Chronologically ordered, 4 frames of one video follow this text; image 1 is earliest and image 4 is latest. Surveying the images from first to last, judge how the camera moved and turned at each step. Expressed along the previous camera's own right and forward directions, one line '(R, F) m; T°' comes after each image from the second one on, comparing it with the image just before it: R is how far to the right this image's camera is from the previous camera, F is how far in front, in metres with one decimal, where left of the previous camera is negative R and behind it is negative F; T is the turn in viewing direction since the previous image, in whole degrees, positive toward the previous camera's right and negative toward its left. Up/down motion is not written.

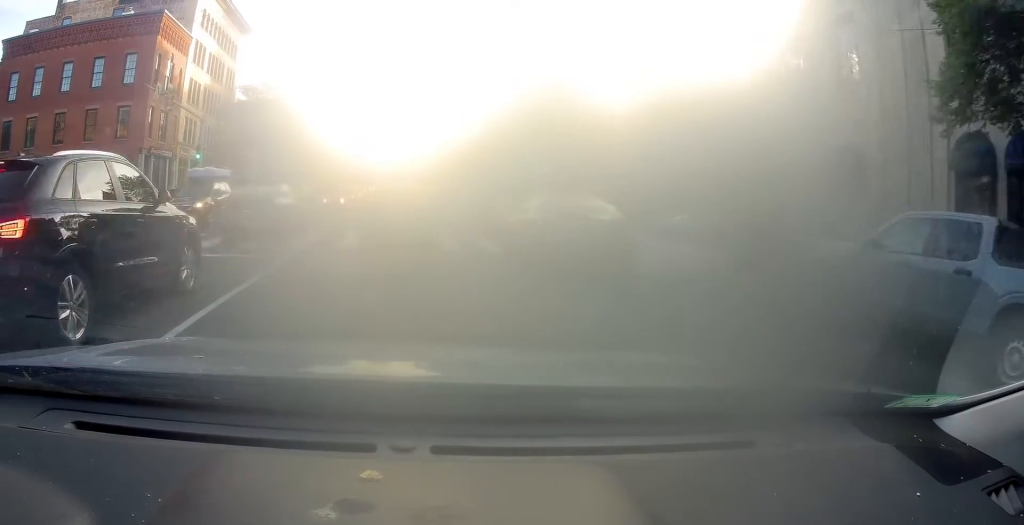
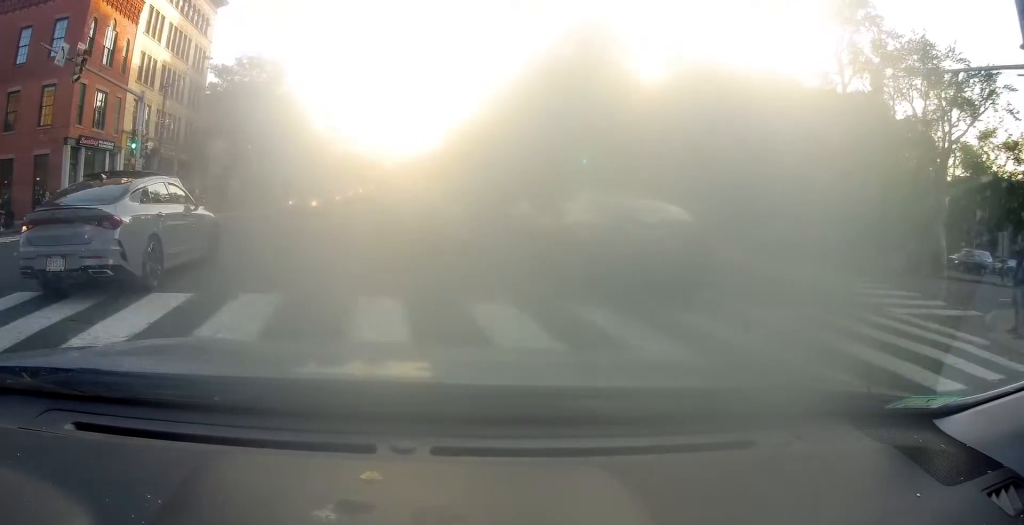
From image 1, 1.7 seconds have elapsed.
(-1.1, +12.8) m; -5°
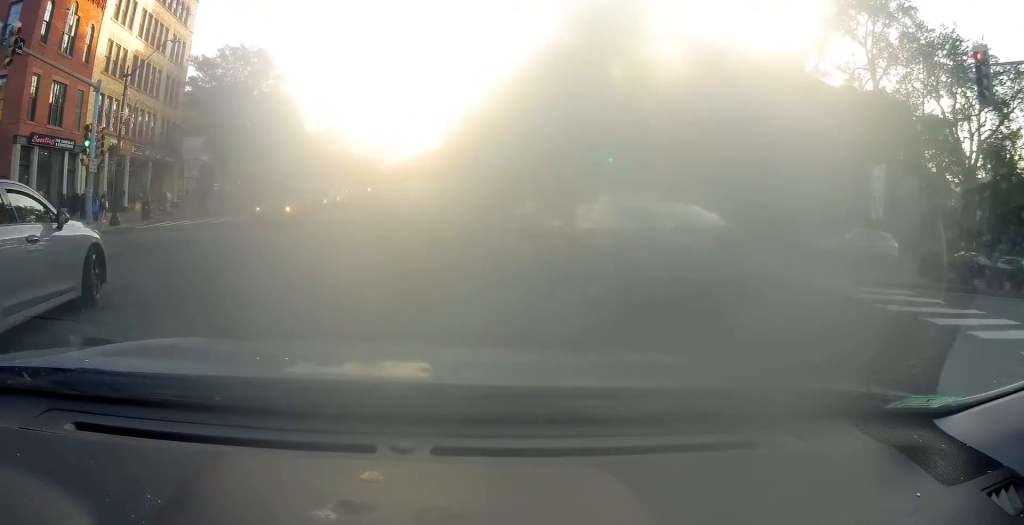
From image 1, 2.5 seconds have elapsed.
(+0.2, +5.8) m; +5°
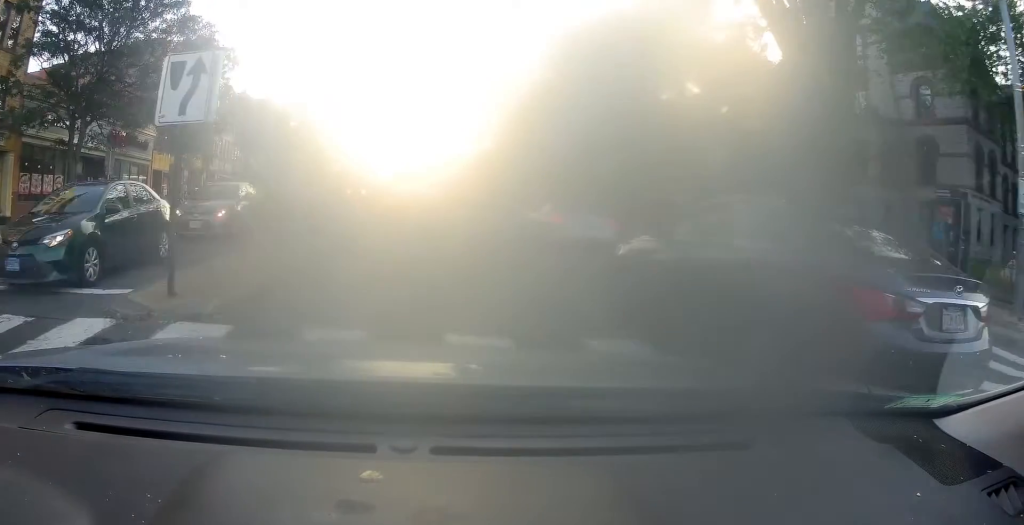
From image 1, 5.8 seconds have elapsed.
(+2.7, +27.6) m; +3°
